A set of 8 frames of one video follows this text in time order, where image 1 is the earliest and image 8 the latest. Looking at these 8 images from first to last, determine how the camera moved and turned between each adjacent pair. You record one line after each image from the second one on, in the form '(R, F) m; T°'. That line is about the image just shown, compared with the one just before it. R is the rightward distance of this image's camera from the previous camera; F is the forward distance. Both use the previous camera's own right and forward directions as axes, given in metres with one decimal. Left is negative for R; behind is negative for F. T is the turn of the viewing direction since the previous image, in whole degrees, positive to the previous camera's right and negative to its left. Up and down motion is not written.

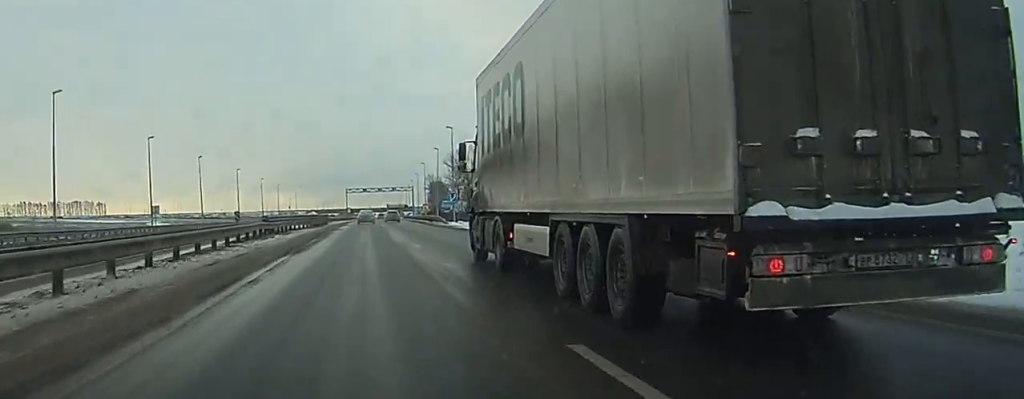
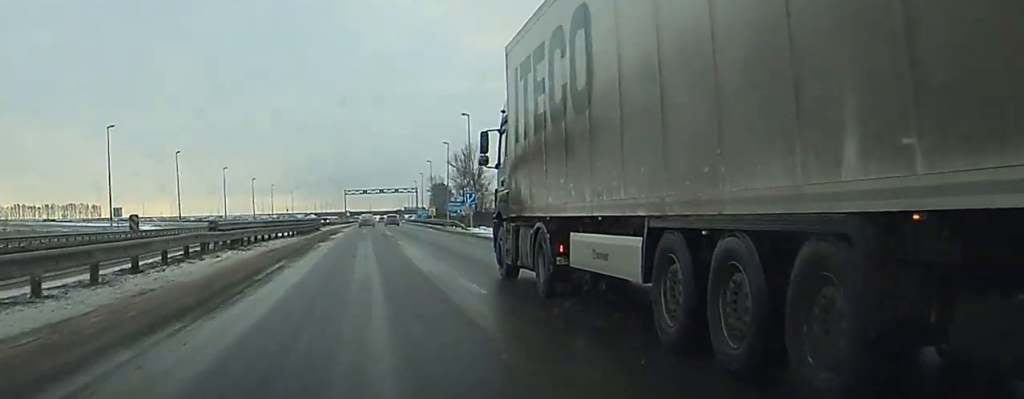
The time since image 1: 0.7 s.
(0.0, +14.8) m; 0°
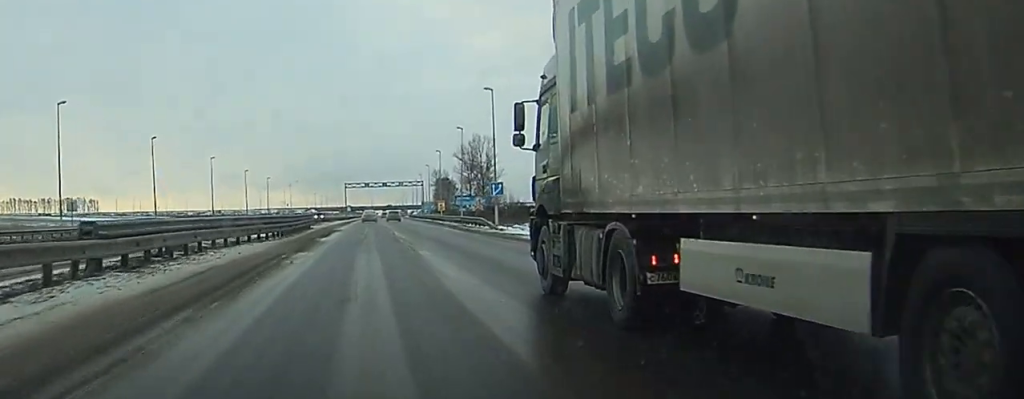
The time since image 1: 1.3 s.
(0.0, +15.4) m; 0°
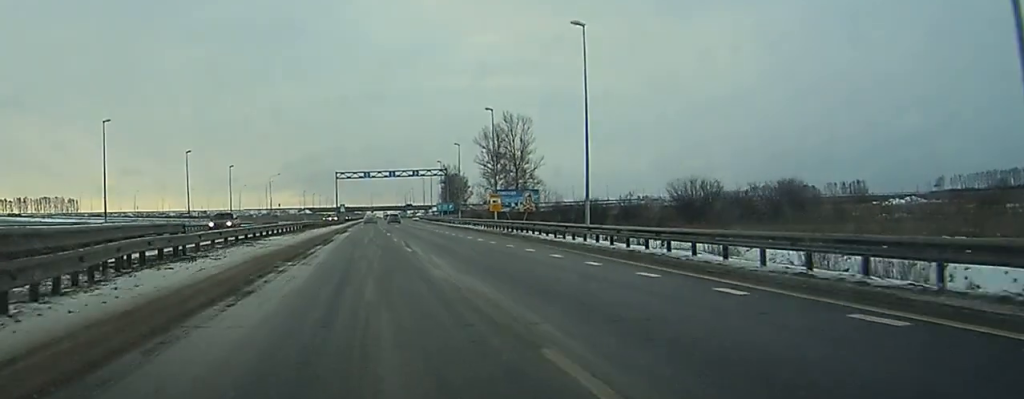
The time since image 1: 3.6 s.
(-0.4, +61.2) m; -1°
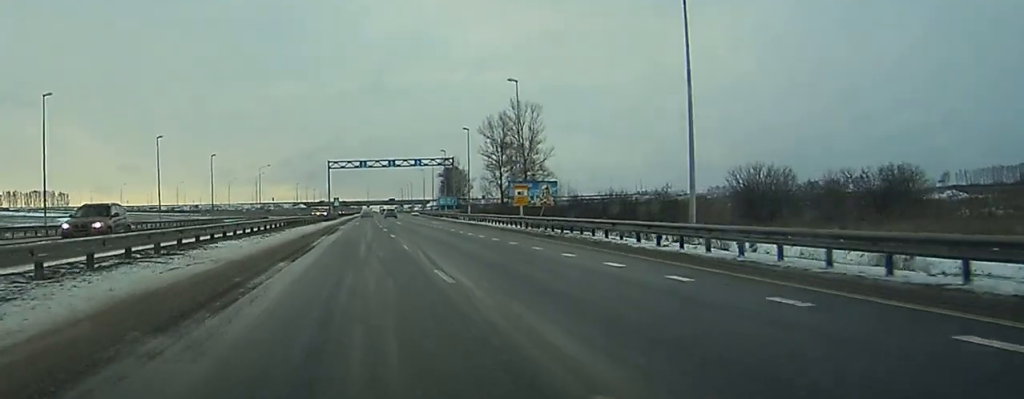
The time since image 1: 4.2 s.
(0.0, +14.8) m; 0°
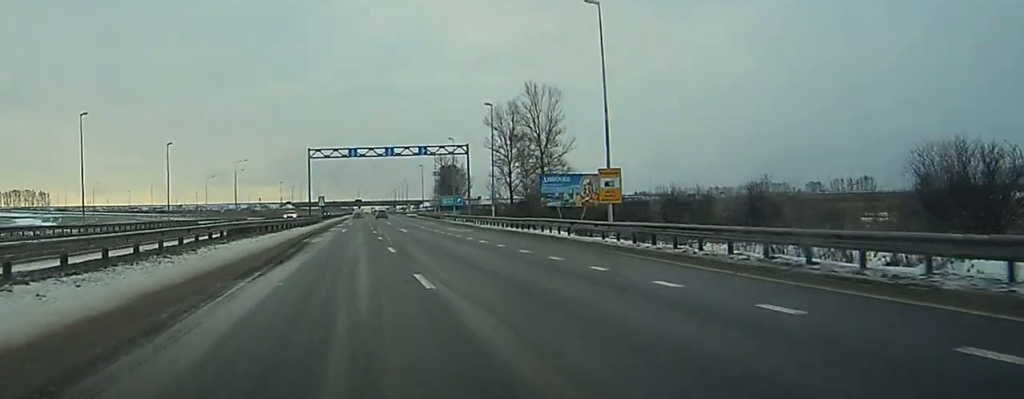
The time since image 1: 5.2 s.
(+0.1, +24.9) m; +1°
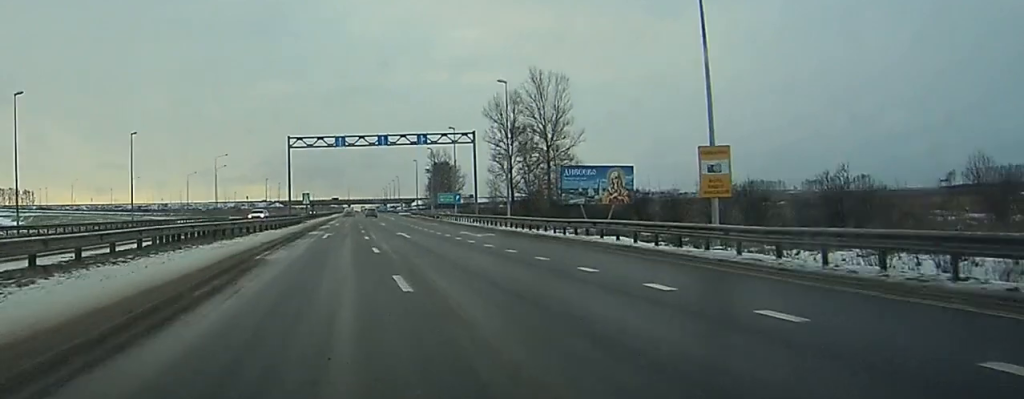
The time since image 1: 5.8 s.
(+0.1, +12.7) m; 0°
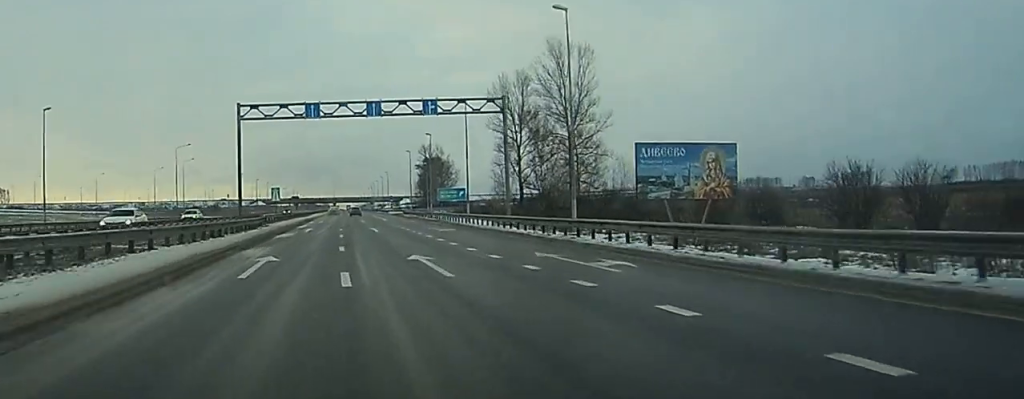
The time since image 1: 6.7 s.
(0.0, +22.8) m; 0°
